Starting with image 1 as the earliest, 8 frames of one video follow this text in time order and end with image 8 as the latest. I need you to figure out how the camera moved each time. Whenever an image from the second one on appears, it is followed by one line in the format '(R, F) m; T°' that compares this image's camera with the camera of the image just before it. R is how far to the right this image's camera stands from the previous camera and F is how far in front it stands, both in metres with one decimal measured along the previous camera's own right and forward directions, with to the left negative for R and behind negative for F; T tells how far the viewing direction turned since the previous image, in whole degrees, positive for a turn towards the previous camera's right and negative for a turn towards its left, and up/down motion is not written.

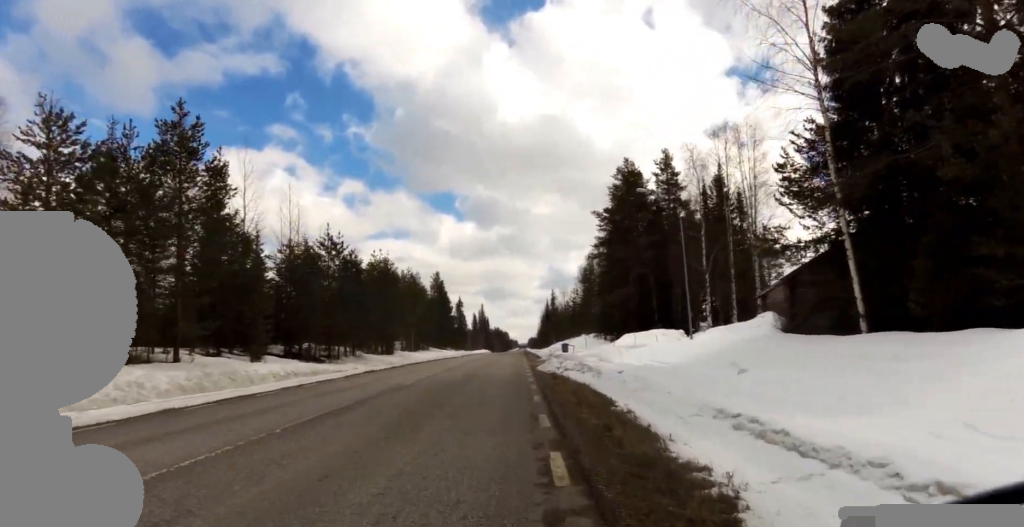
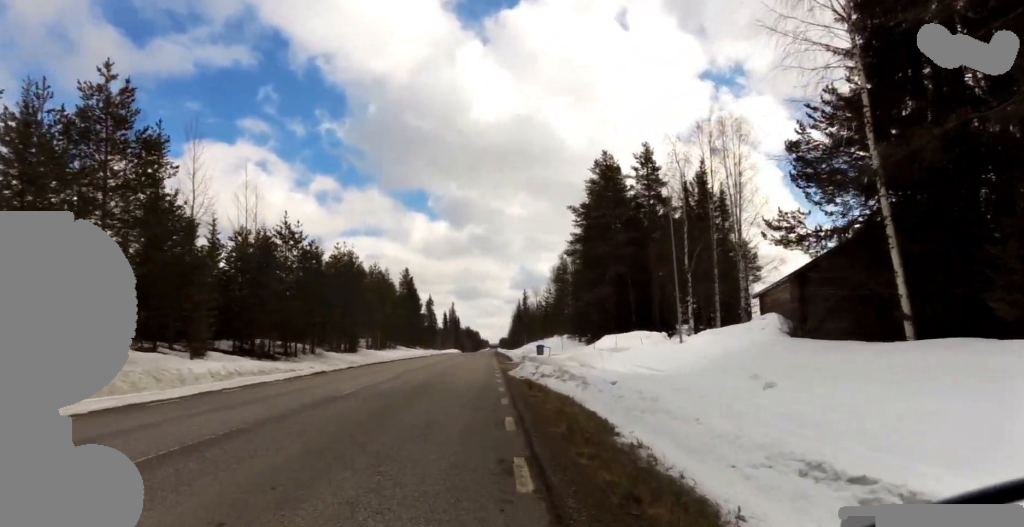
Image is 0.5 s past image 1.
(+0.6, +3.0) m; 0°
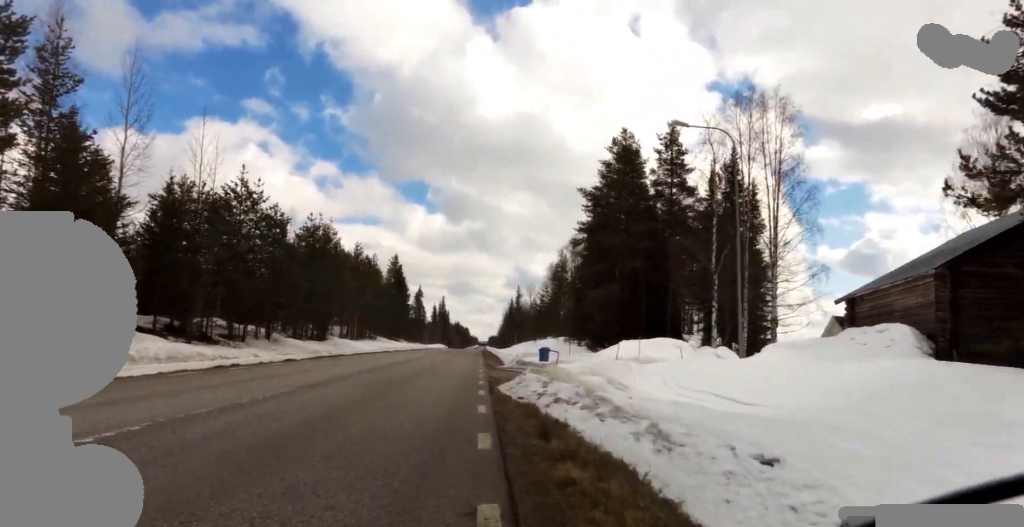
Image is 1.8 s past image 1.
(-0.7, +7.1) m; +4°
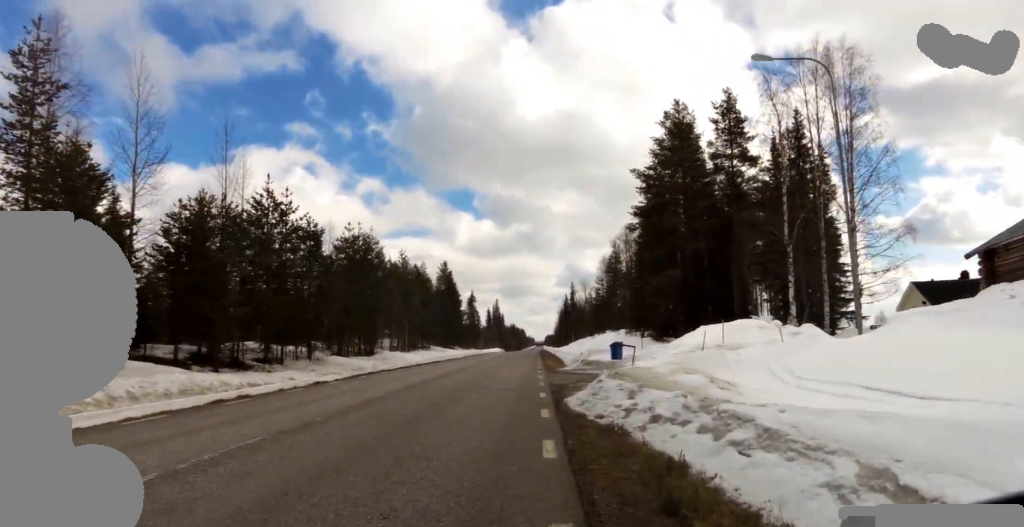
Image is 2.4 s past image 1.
(+0.7, +3.4) m; +5°
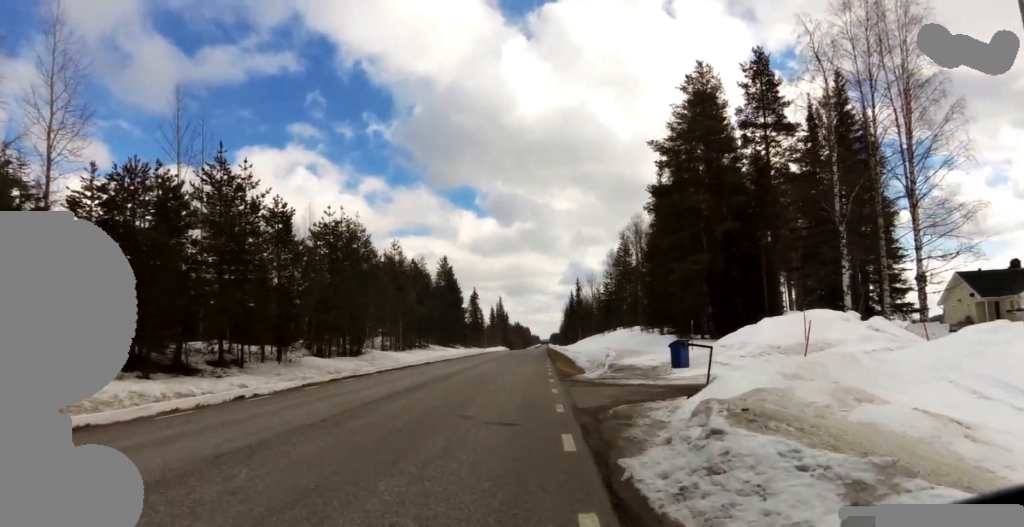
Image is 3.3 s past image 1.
(-0.1, +6.0) m; 0°
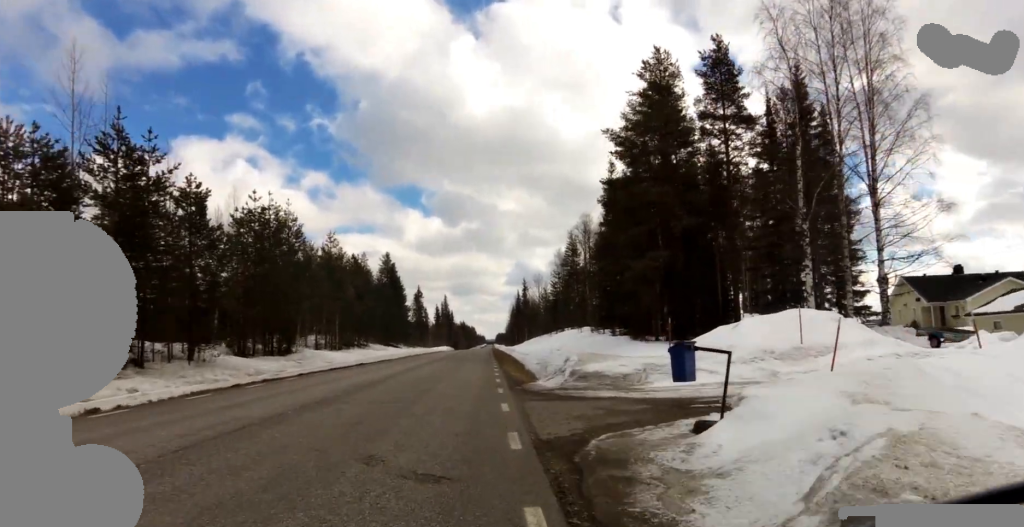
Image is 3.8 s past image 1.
(0.0, +3.0) m; -2°
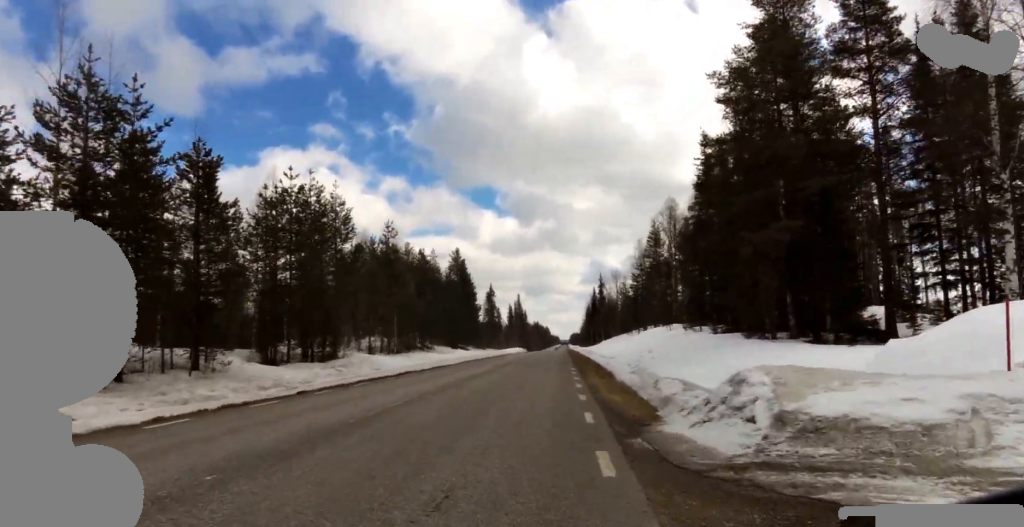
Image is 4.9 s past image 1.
(-0.3, +7.2) m; -7°
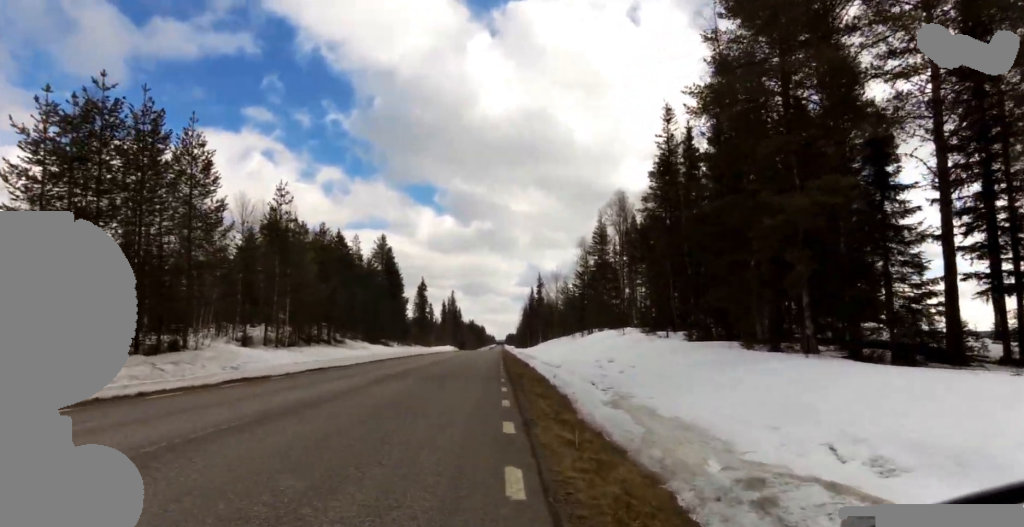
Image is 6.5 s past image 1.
(+0.3, +9.1) m; -2°
